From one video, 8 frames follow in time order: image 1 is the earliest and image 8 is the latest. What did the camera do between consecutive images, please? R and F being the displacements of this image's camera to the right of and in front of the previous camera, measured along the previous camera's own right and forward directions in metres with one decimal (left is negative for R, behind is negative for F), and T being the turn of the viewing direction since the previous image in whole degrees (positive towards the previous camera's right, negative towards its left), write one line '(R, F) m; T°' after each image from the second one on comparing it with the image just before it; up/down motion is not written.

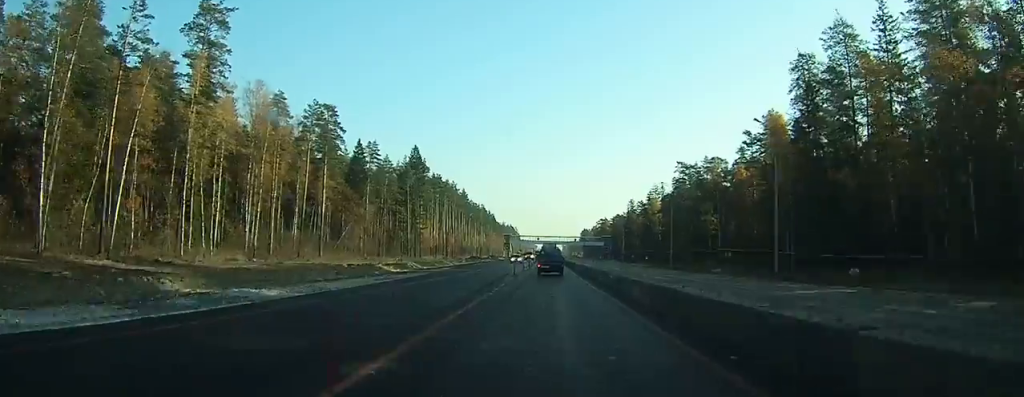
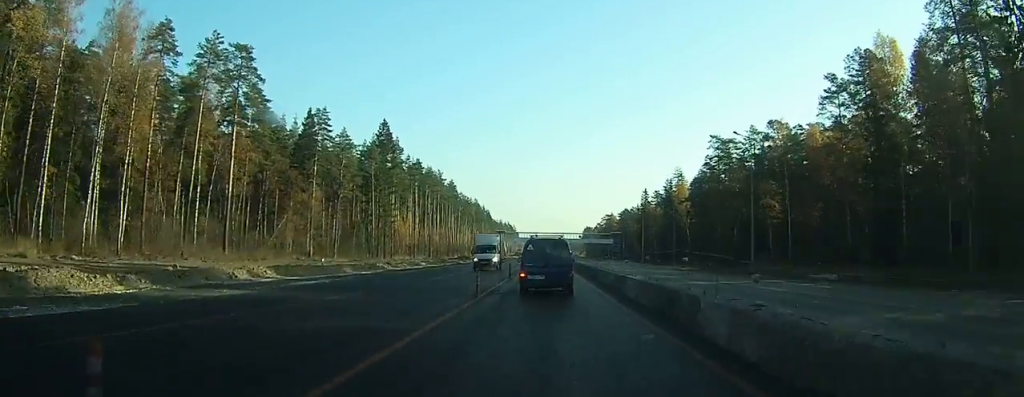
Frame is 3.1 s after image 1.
(+0.1, +30.9) m; 0°
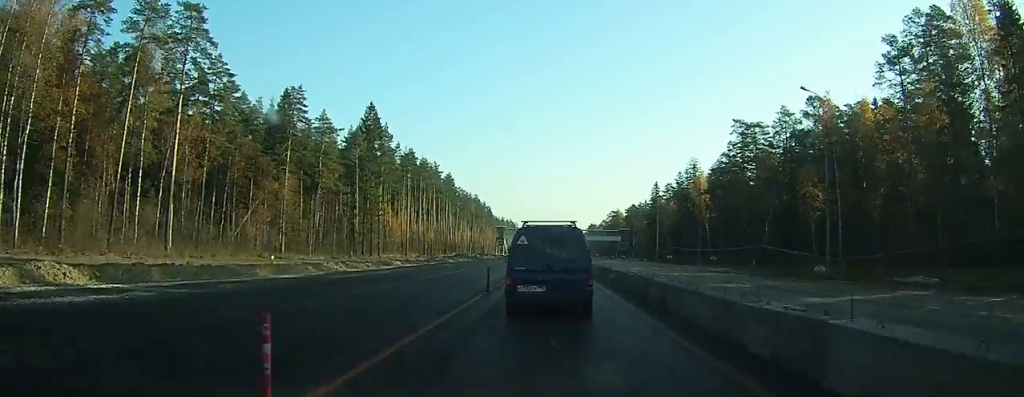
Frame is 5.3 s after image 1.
(-0.1, +14.8) m; 0°
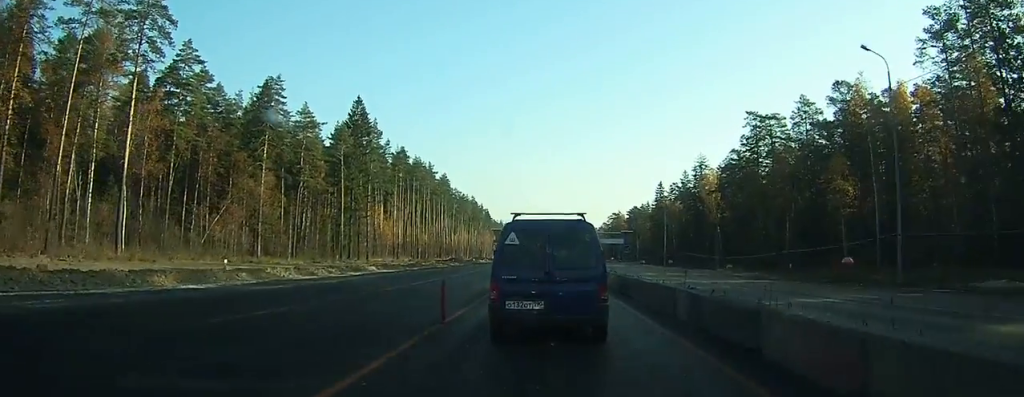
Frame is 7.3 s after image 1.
(+0.1, +9.6) m; 0°
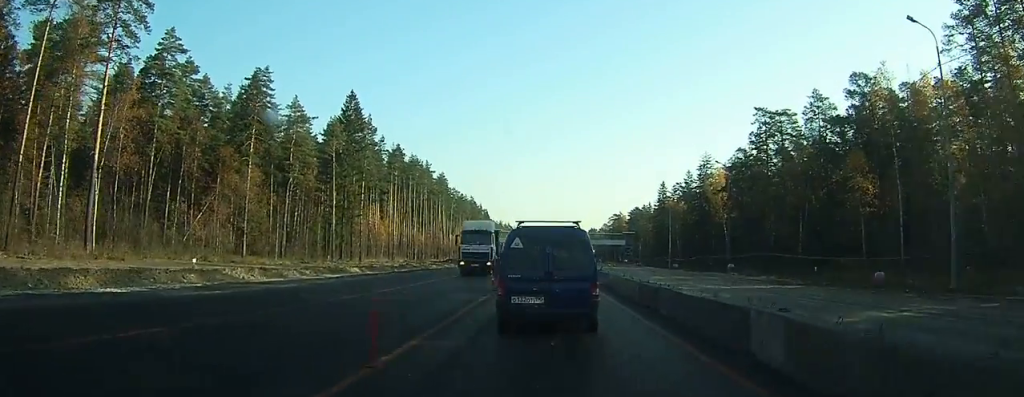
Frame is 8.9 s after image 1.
(0.0, +5.5) m; -1°
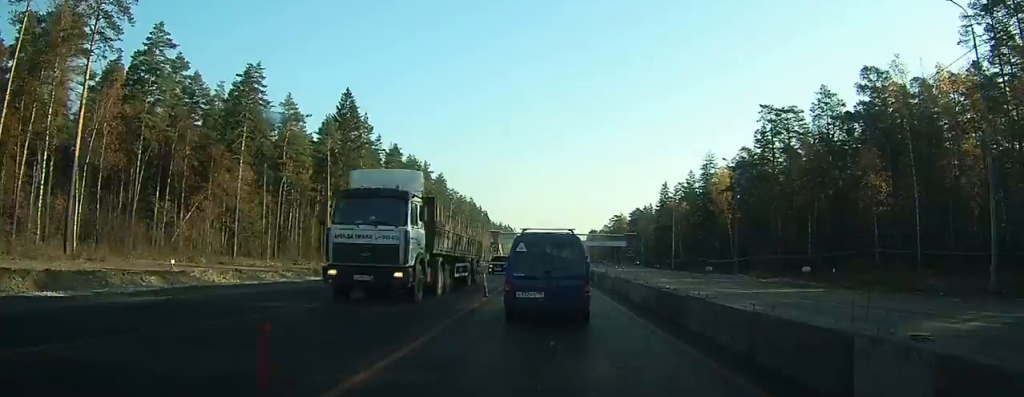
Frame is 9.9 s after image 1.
(0.0, +3.2) m; 0°
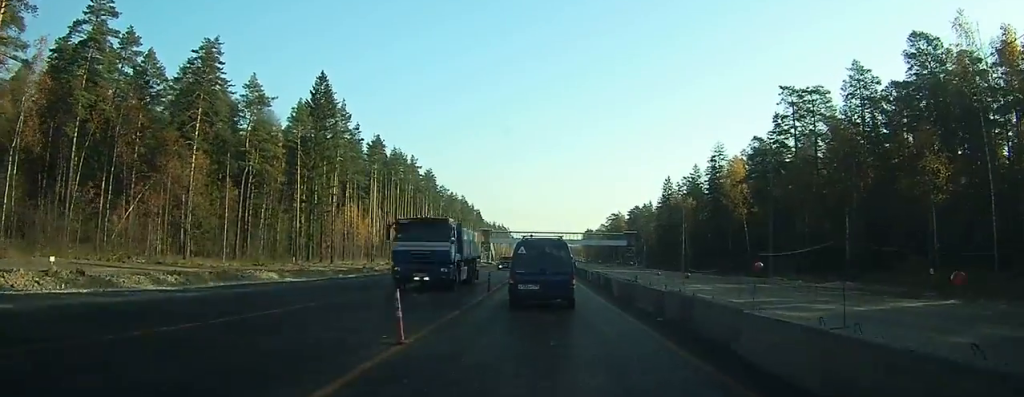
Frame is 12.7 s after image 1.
(0.0, +9.7) m; 0°
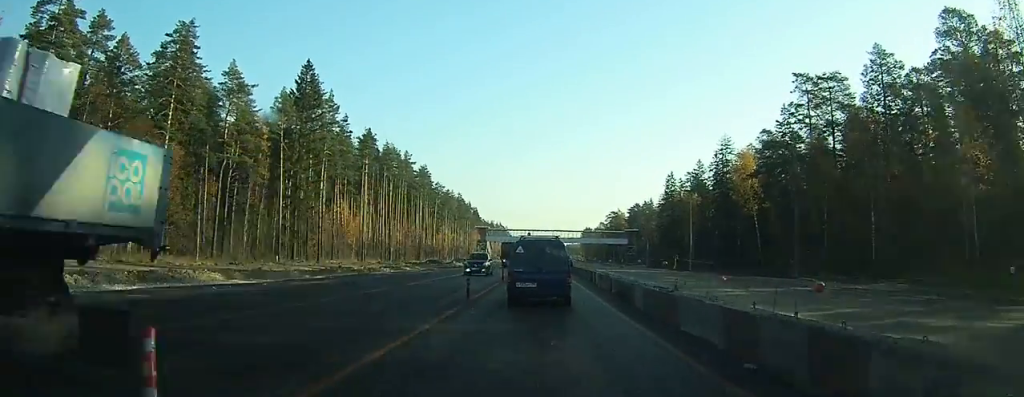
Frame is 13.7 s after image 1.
(0.0, +4.7) m; 0°
